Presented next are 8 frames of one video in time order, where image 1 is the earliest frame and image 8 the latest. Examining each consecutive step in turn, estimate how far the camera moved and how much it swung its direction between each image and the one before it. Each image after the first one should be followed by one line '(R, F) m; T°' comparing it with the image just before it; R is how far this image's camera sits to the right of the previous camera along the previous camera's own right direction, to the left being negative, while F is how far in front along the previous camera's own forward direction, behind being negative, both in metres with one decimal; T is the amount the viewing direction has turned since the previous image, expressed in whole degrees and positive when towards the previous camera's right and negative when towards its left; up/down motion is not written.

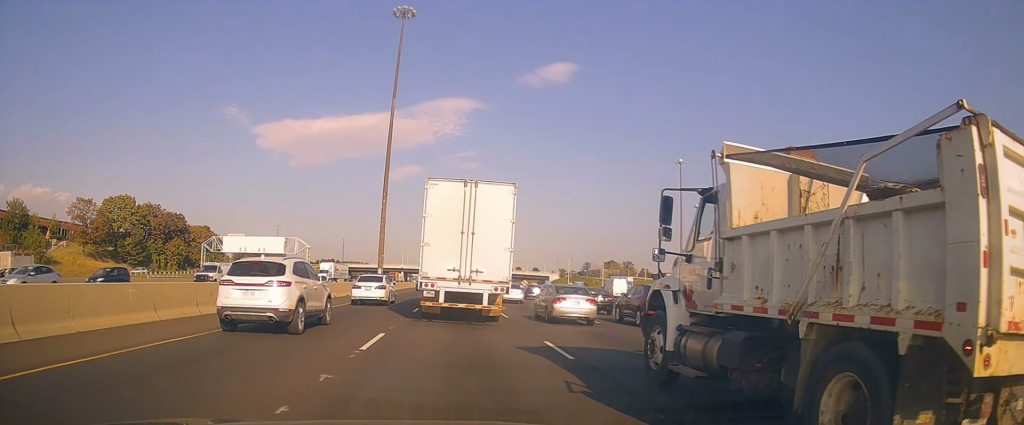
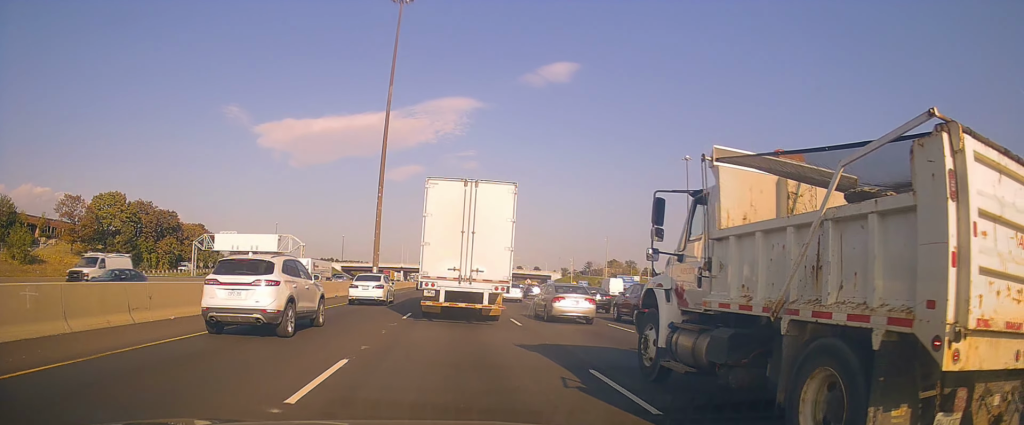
(+0.1, +4.3) m; -2°
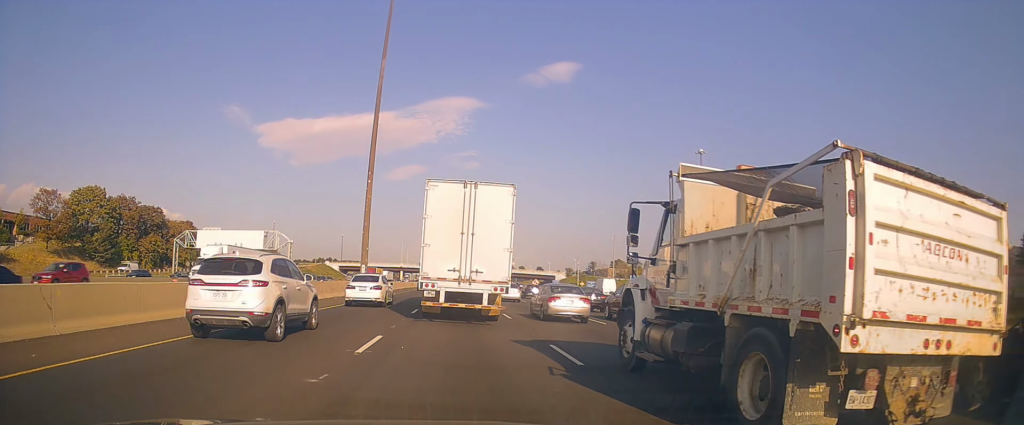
(-0.5, +8.6) m; -3°
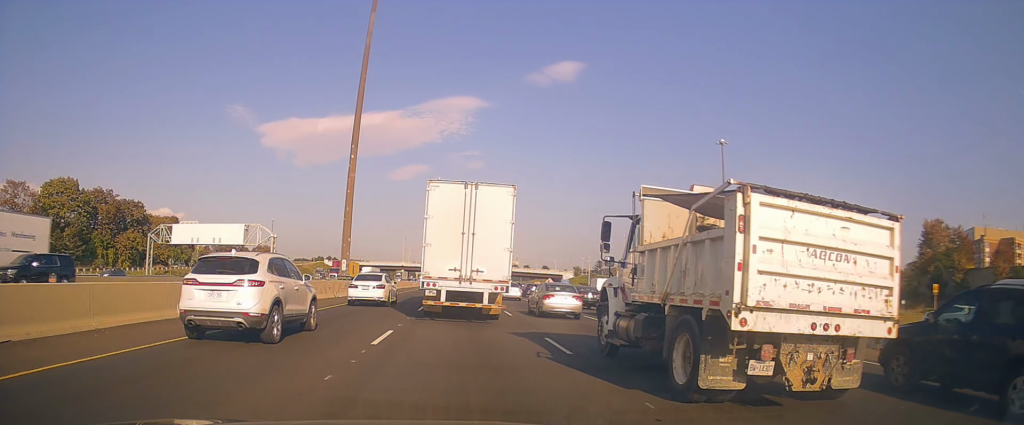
(+0.2, +10.7) m; +1°
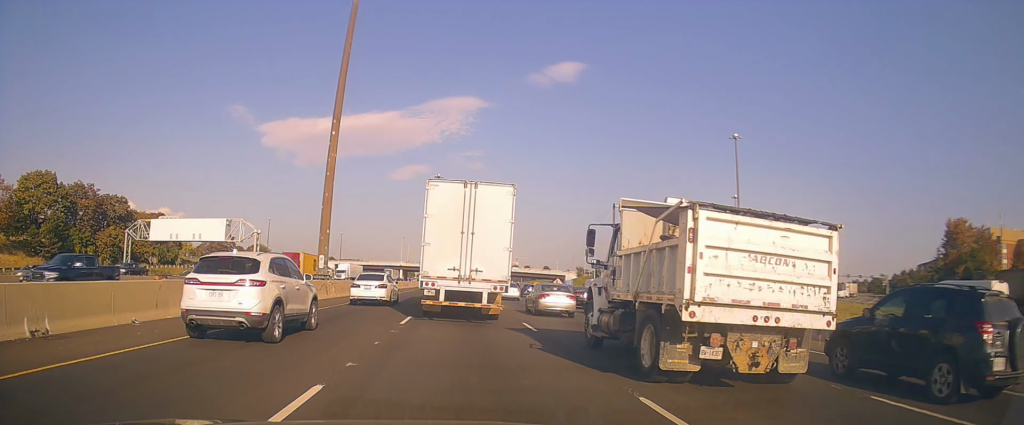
(-0.1, +7.3) m; +1°
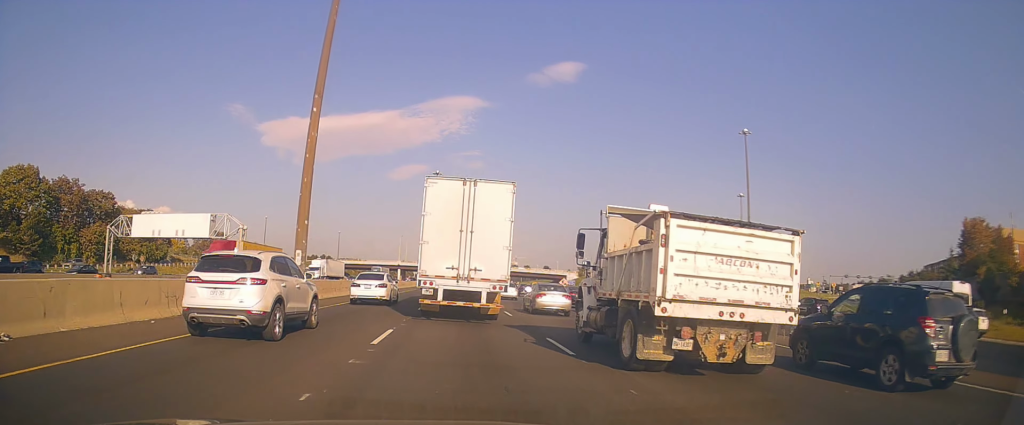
(+0.2, +5.1) m; +2°
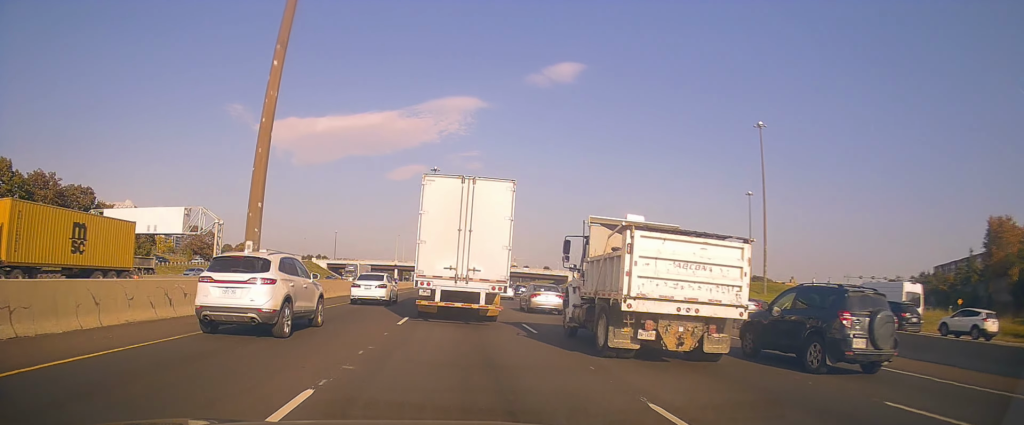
(+0.1, +7.4) m; -1°
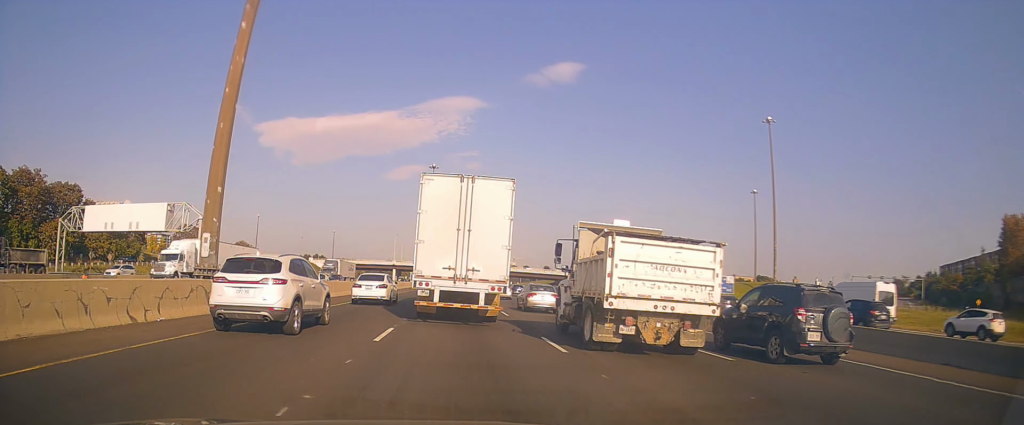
(-0.1, +4.2) m; -1°
